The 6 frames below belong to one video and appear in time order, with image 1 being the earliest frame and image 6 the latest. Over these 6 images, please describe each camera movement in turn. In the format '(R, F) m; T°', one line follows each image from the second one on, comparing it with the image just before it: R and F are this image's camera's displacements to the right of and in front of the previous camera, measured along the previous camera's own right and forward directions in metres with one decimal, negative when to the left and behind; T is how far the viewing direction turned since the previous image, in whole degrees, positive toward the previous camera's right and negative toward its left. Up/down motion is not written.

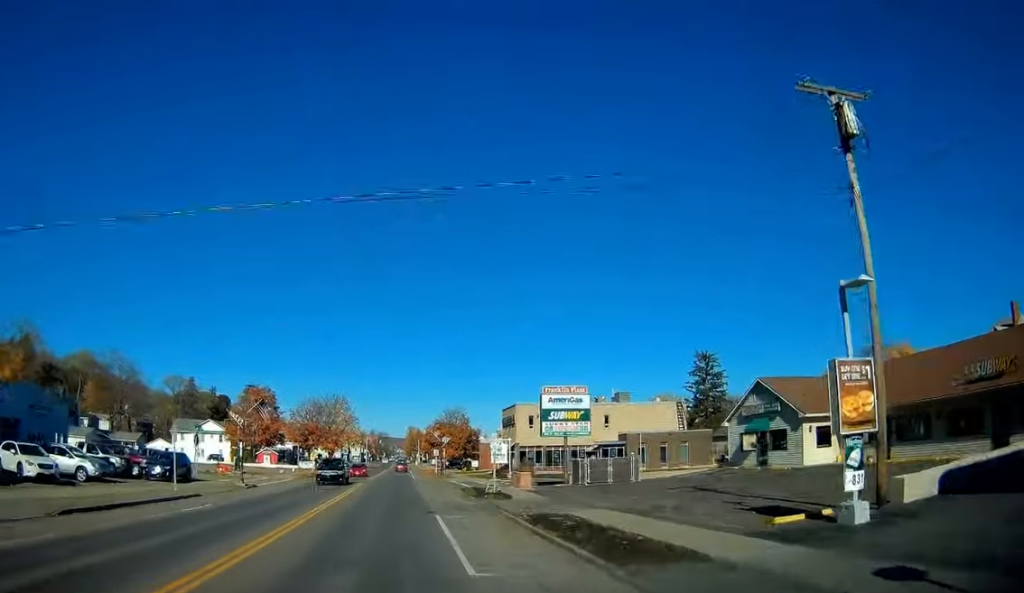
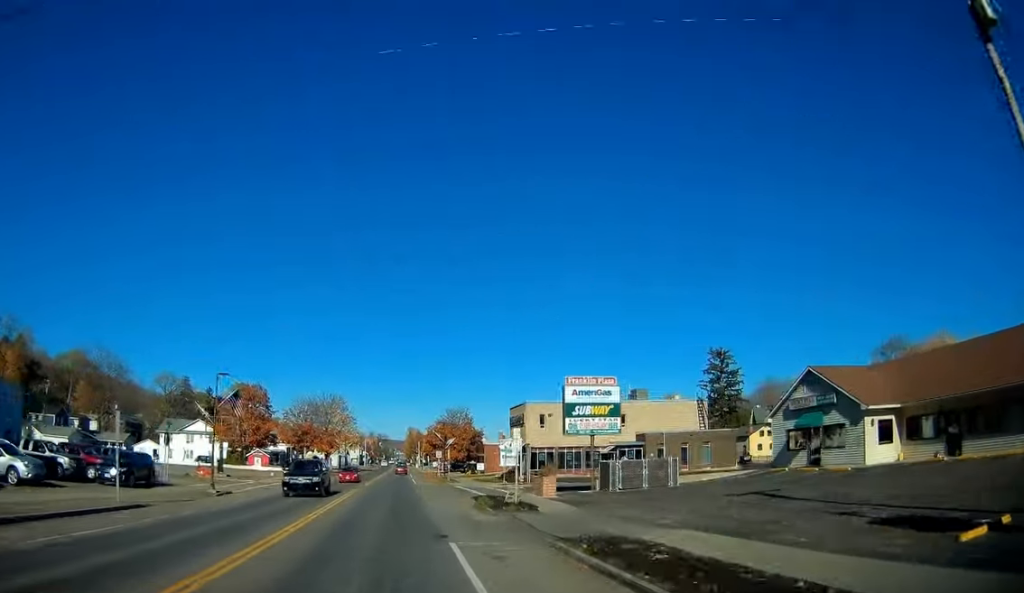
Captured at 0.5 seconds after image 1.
(-0.1, +6.2) m; 0°
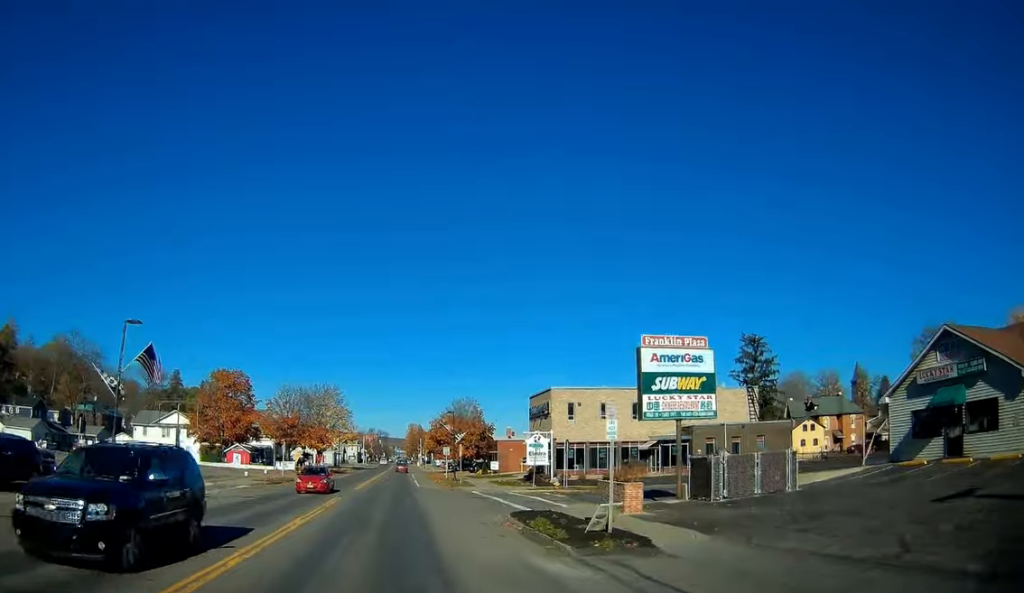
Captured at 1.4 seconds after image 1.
(0.0, +12.0) m; +1°
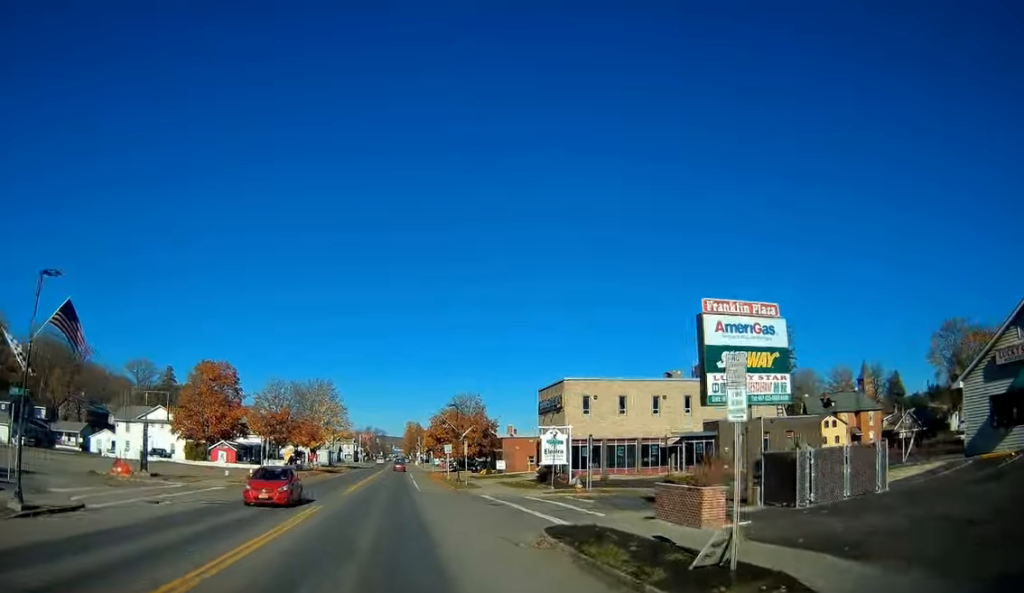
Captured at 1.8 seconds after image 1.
(0.0, +5.8) m; +1°
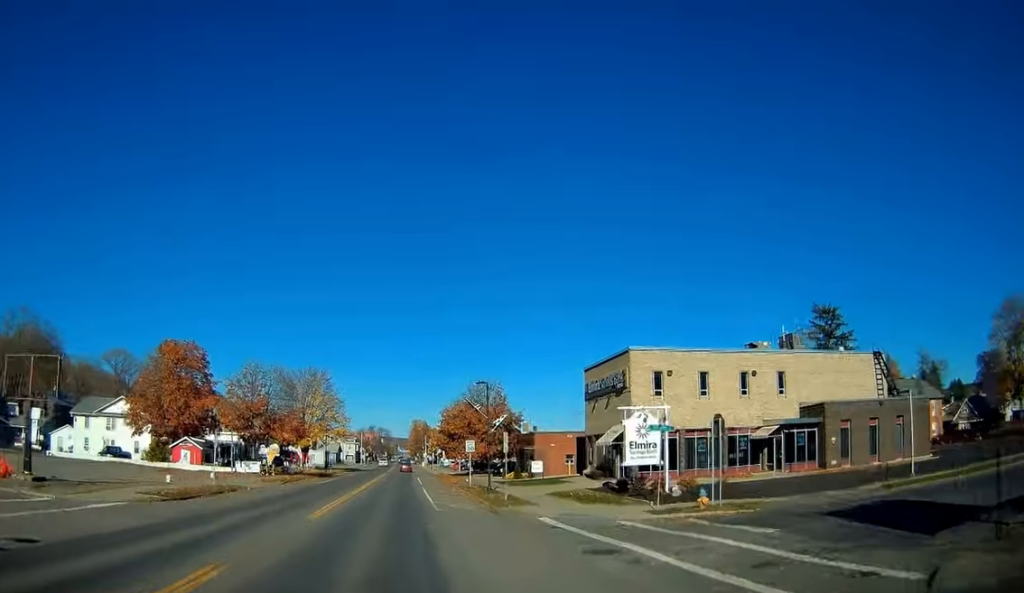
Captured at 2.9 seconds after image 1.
(+0.2, +14.8) m; 0°
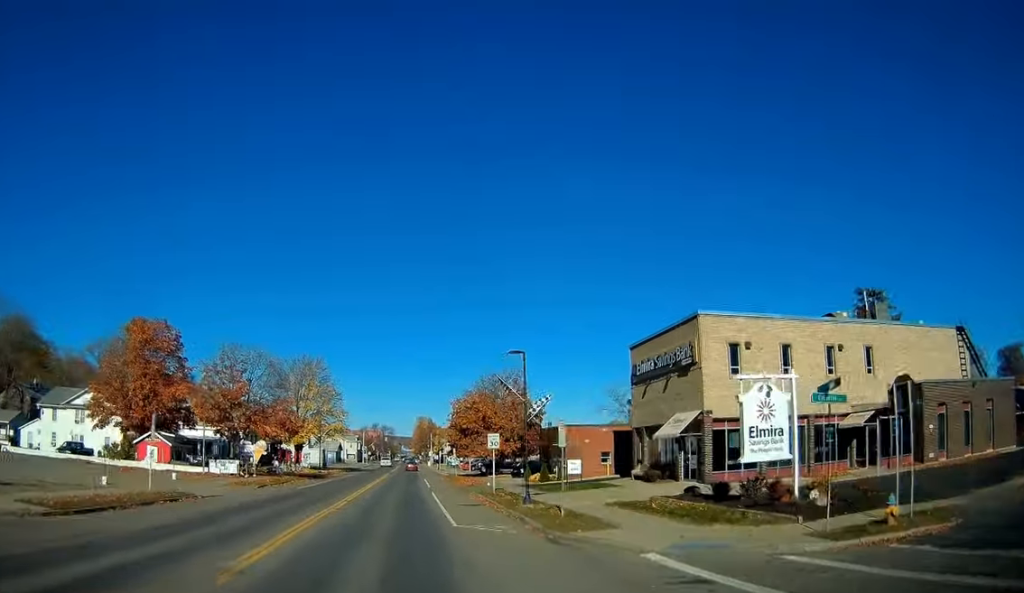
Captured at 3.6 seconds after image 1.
(-0.2, +9.3) m; 0°
